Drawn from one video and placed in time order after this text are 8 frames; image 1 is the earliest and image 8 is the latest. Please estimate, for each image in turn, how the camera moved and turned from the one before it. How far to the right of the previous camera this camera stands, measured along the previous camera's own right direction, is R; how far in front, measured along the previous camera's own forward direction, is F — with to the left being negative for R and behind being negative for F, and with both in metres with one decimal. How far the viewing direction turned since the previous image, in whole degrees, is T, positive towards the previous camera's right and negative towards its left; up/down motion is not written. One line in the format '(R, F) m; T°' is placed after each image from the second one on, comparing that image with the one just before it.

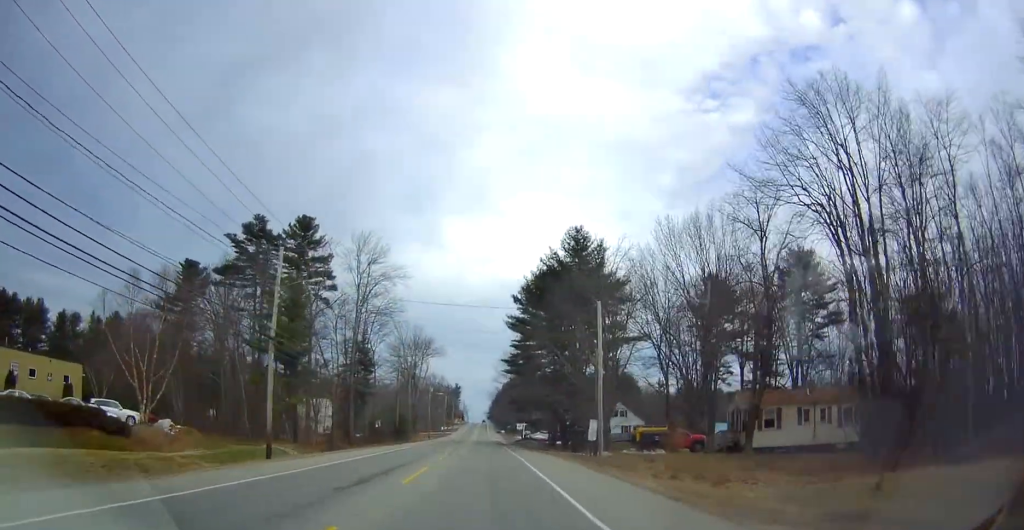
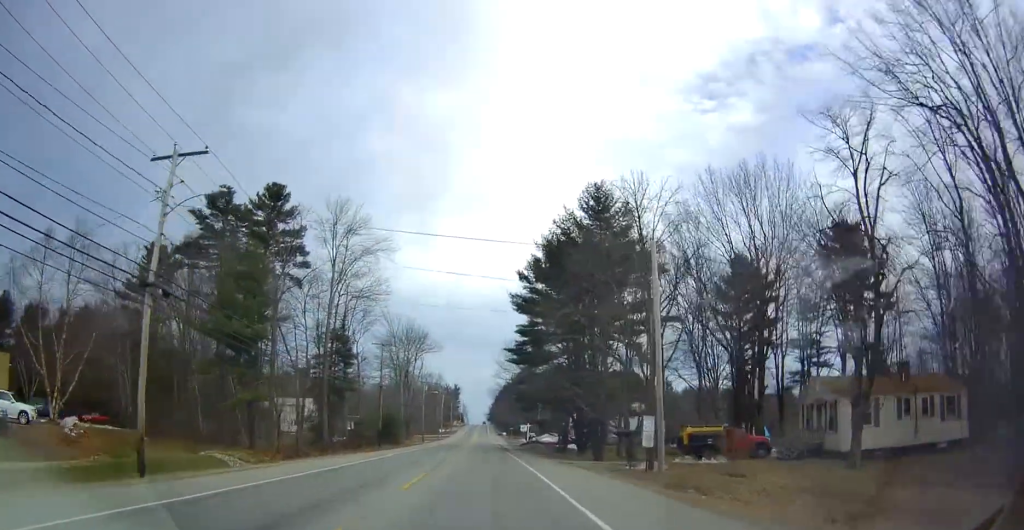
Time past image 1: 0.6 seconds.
(+0.2, +12.2) m; +1°
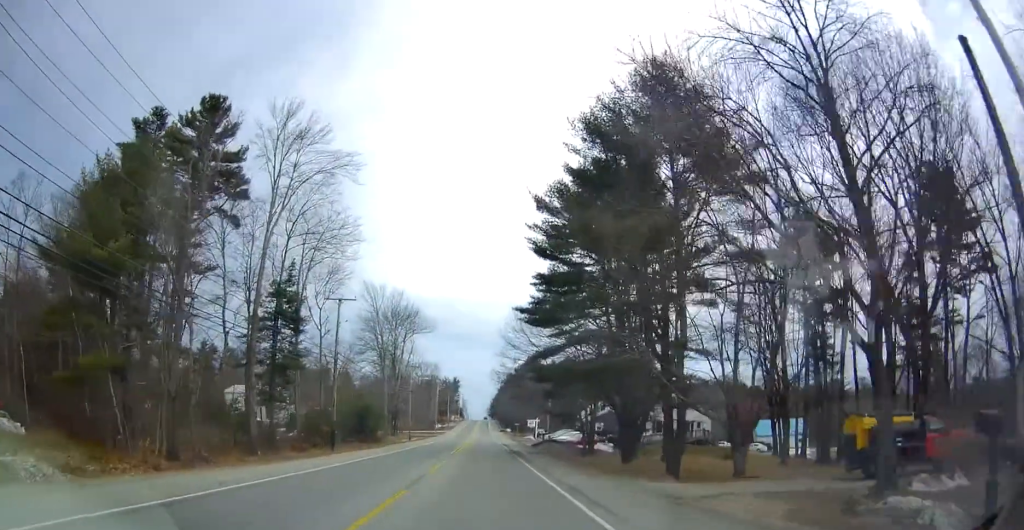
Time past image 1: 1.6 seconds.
(+0.5, +19.3) m; 0°
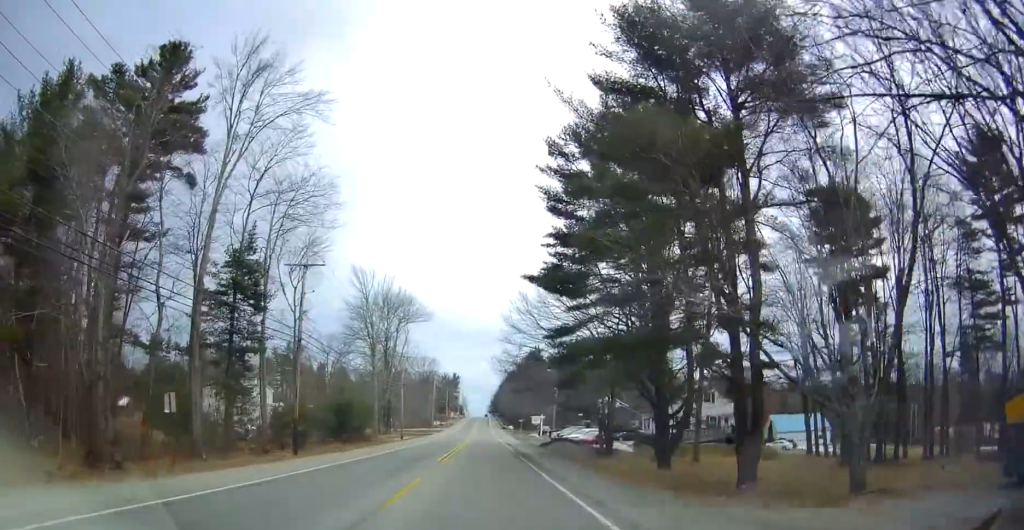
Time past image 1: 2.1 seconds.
(-0.2, +8.7) m; -1°
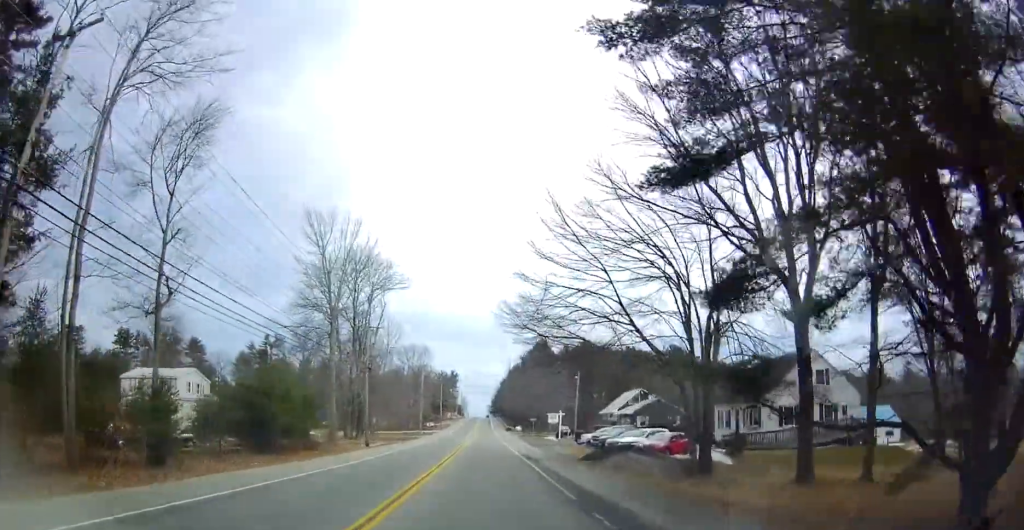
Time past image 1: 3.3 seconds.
(-0.2, +23.5) m; -1°
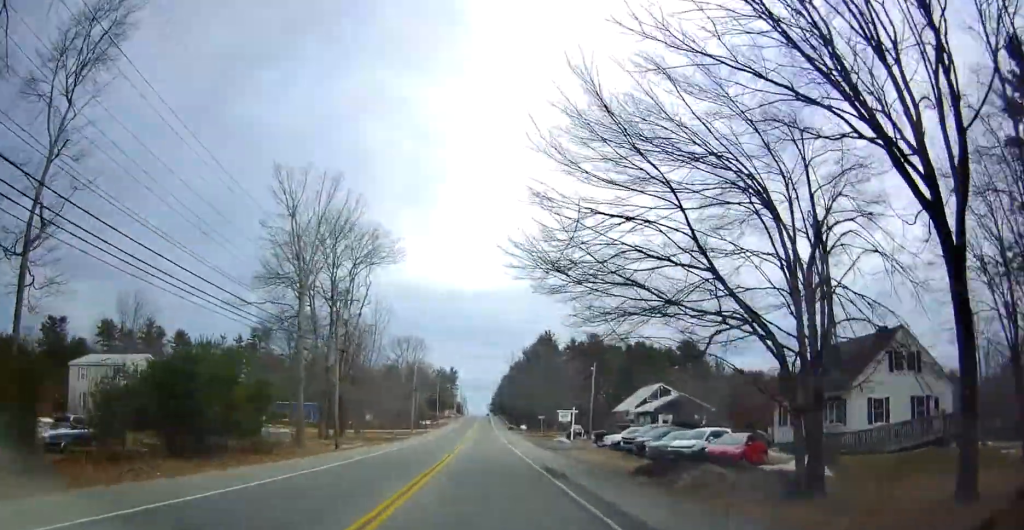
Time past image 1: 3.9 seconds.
(-0.2, +11.0) m; +1°
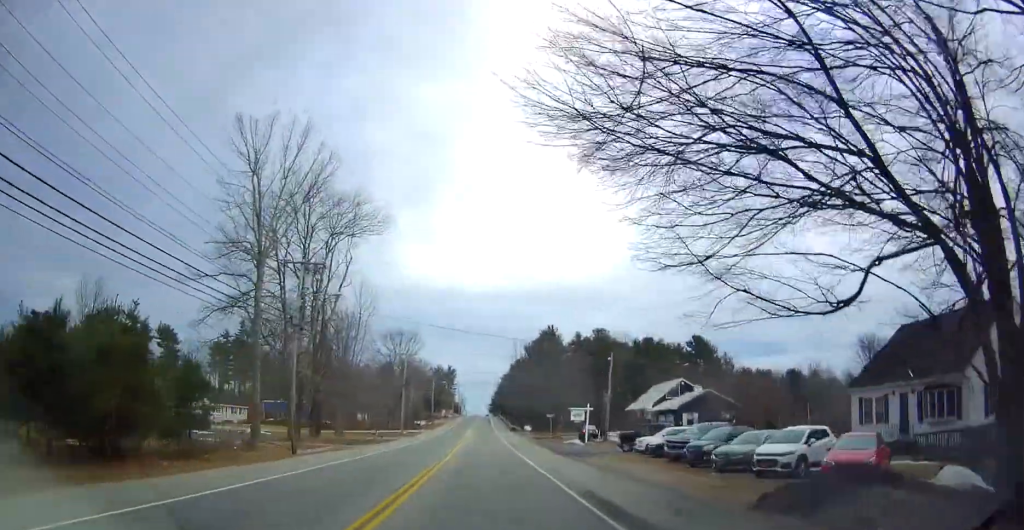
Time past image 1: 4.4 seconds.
(-0.1, +9.7) m; +1°
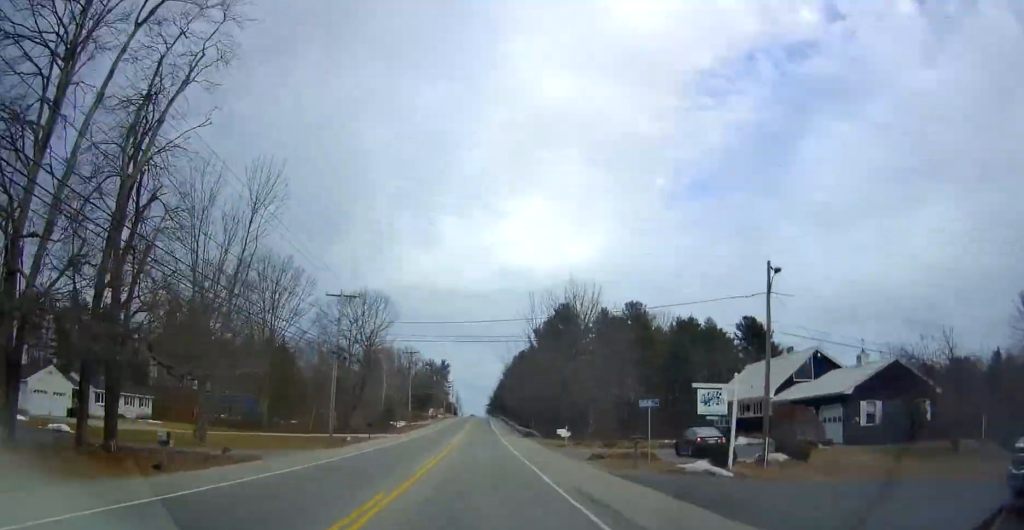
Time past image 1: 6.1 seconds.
(-0.1, +33.7) m; -1°
